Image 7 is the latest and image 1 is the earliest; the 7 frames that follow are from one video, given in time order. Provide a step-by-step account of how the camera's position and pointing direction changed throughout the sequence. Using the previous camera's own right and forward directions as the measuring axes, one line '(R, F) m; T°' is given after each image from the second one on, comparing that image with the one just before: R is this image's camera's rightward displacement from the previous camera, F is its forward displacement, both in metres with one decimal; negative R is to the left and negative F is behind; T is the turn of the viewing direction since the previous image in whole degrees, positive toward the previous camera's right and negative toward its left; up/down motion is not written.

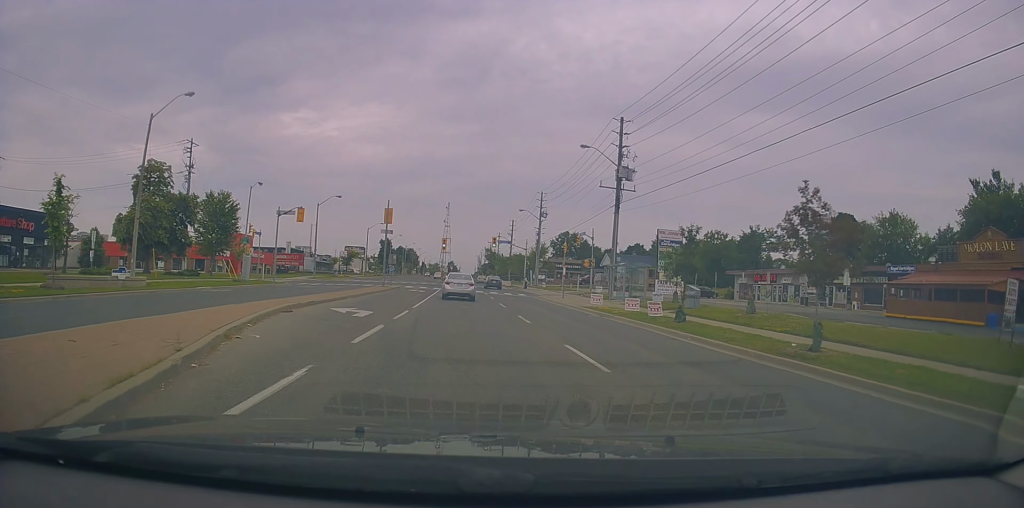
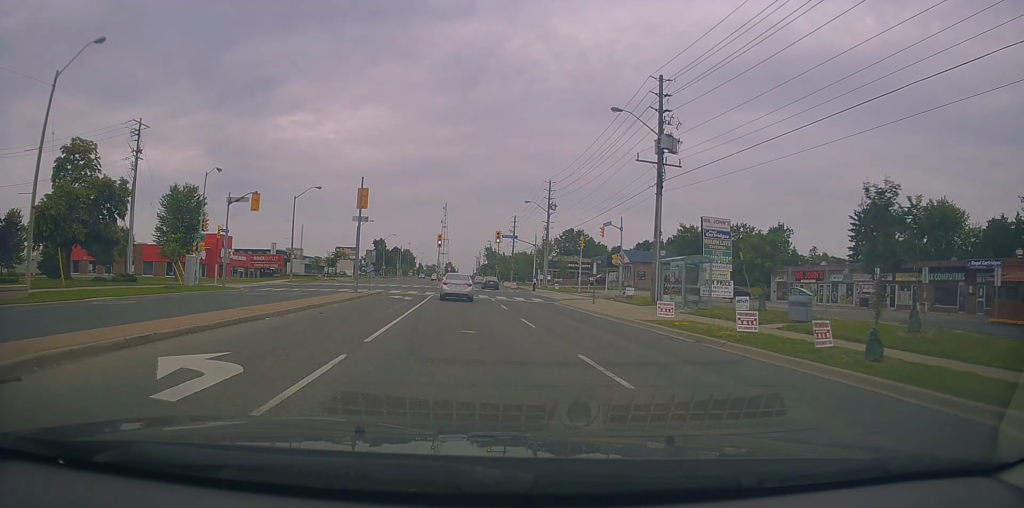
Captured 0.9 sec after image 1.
(+0.1, +10.8) m; +1°
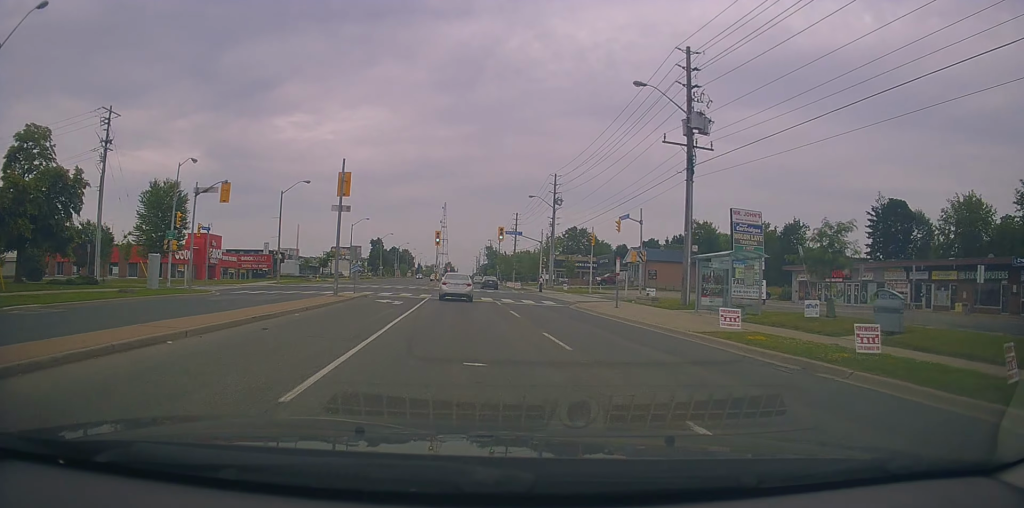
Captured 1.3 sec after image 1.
(+0.1, +5.2) m; -1°
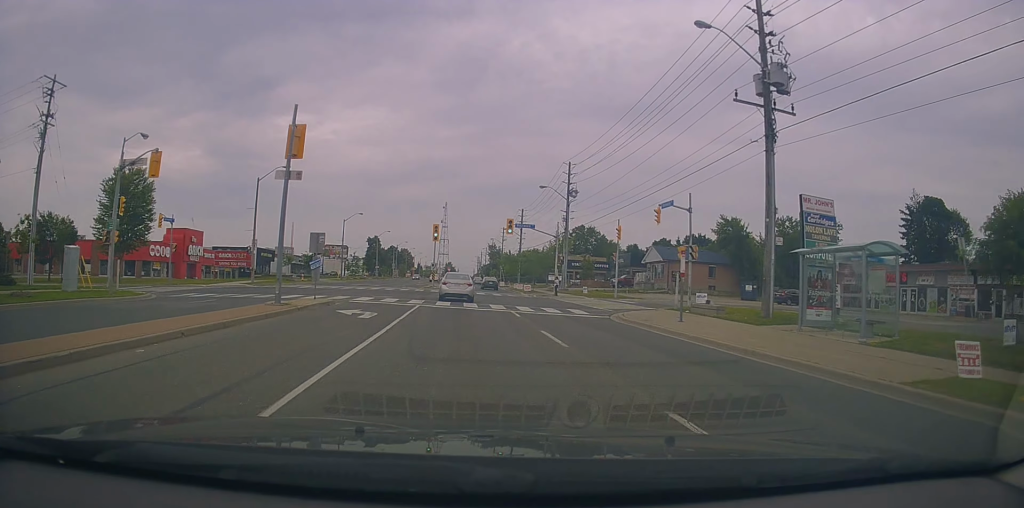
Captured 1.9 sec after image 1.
(+0.1, +8.0) m; -1°
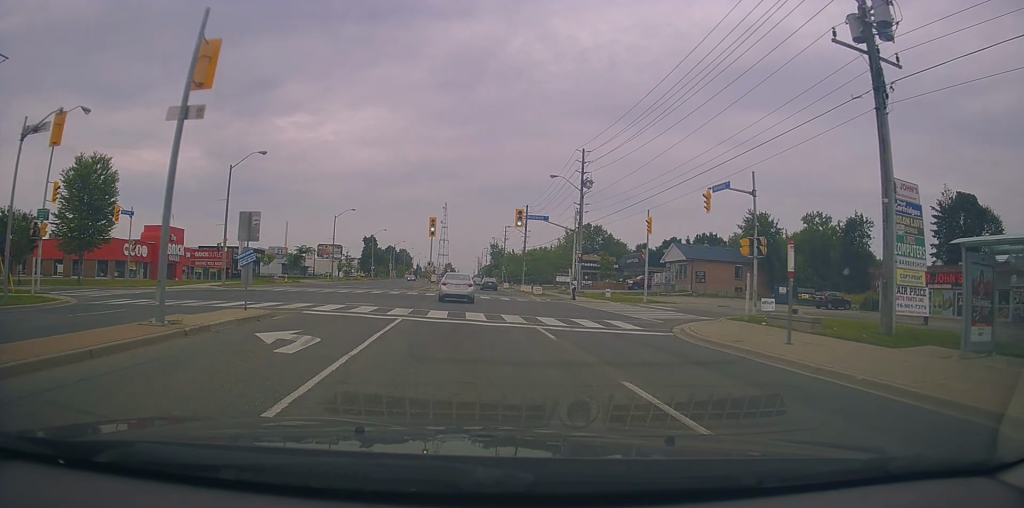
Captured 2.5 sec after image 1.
(-0.4, +7.2) m; 0°
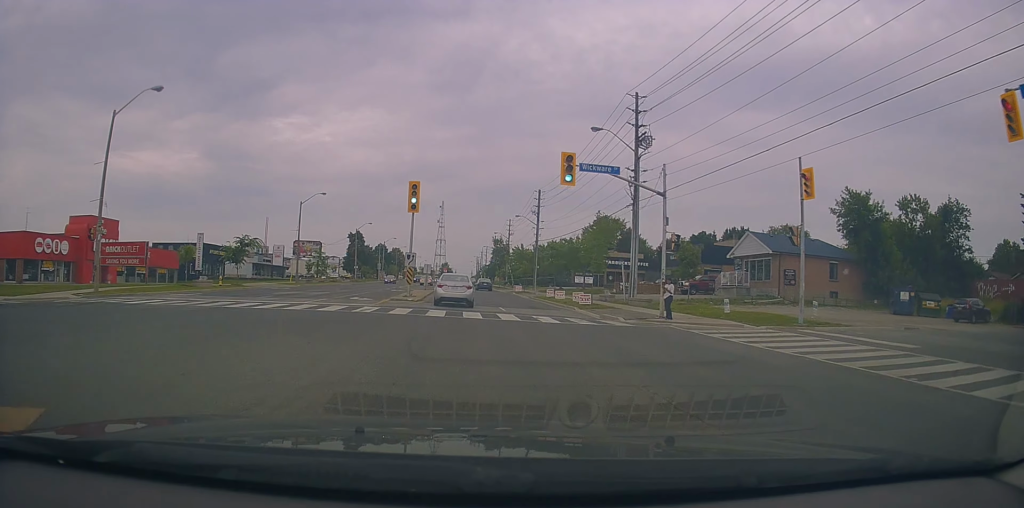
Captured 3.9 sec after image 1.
(+0.5, +18.6) m; +2°
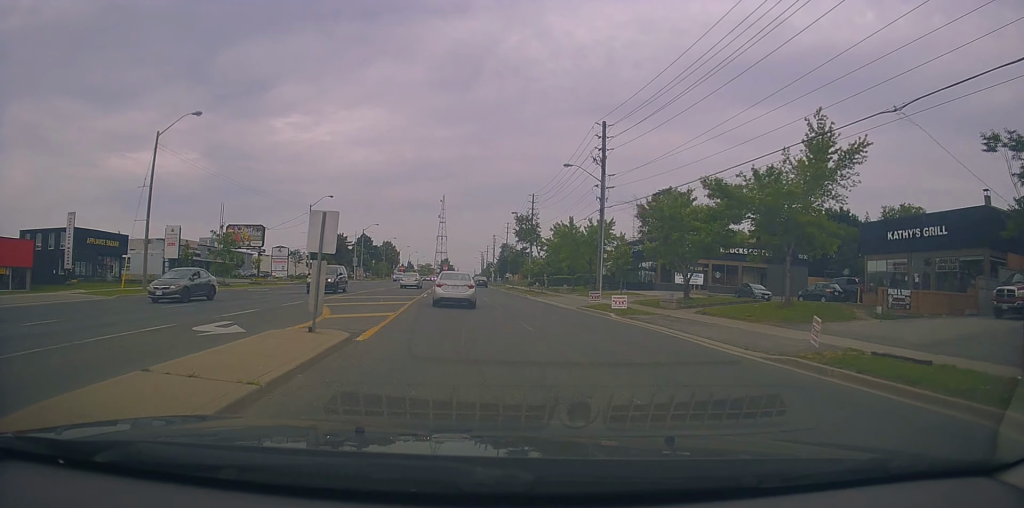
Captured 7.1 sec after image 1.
(-0.5, +37.9) m; -1°
